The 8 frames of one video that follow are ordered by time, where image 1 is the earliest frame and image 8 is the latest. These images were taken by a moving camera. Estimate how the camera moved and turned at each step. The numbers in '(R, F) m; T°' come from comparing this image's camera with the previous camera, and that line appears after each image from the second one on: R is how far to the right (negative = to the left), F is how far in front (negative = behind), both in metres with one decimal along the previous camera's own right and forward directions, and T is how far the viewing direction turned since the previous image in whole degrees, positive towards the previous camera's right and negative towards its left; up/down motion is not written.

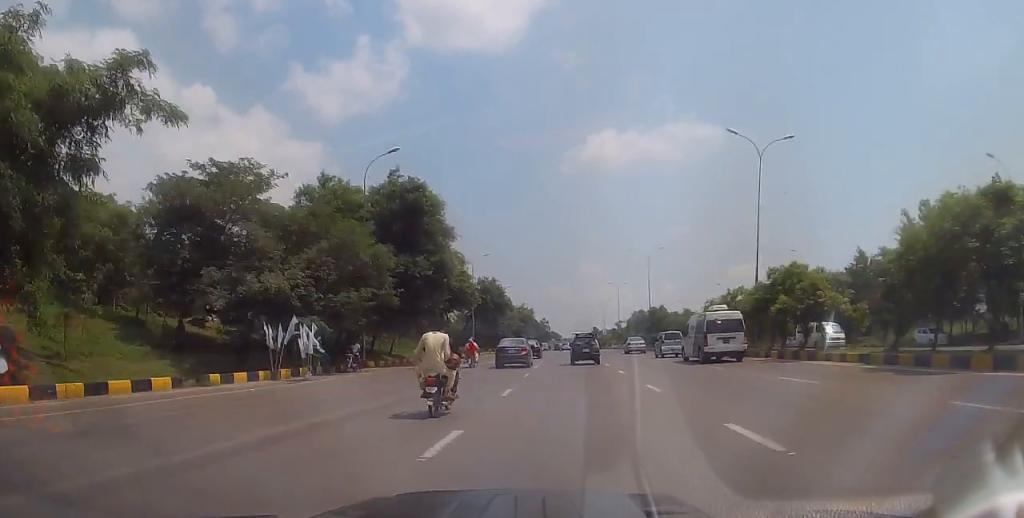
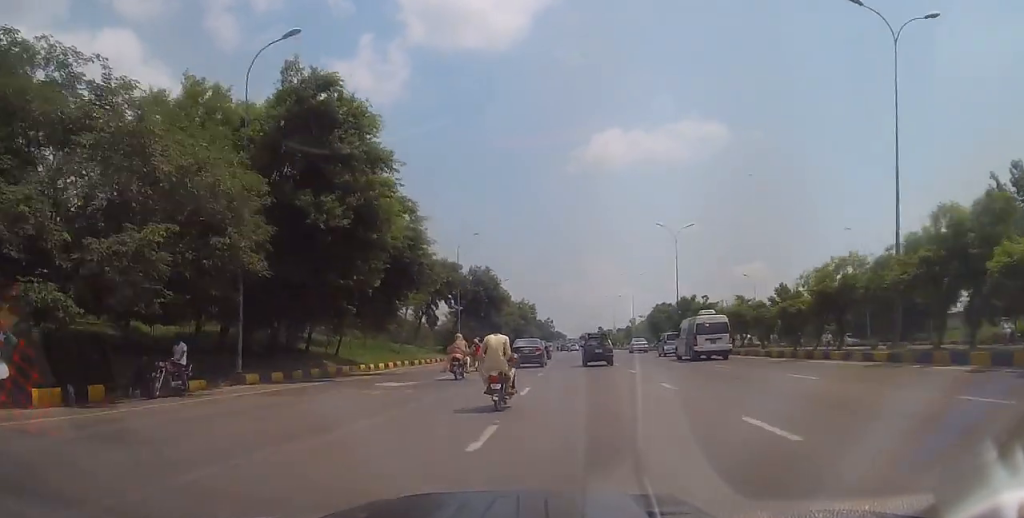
(-0.1, +15.6) m; 0°
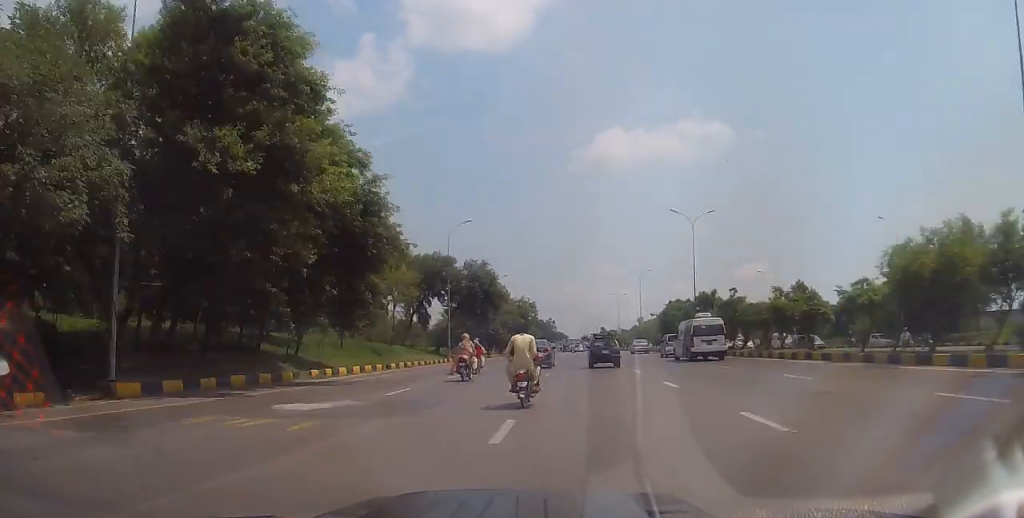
(+0.3, +7.0) m; 0°
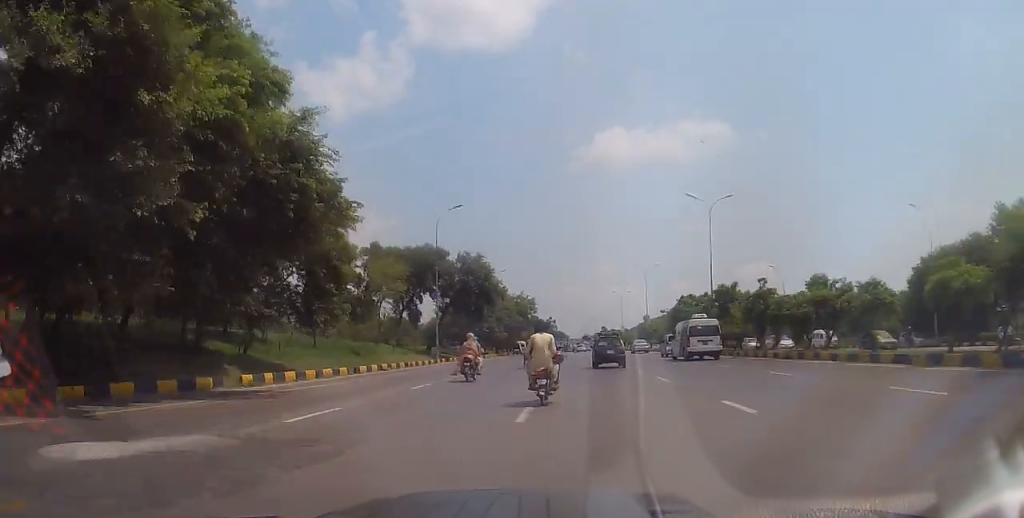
(-0.2, +6.1) m; 0°
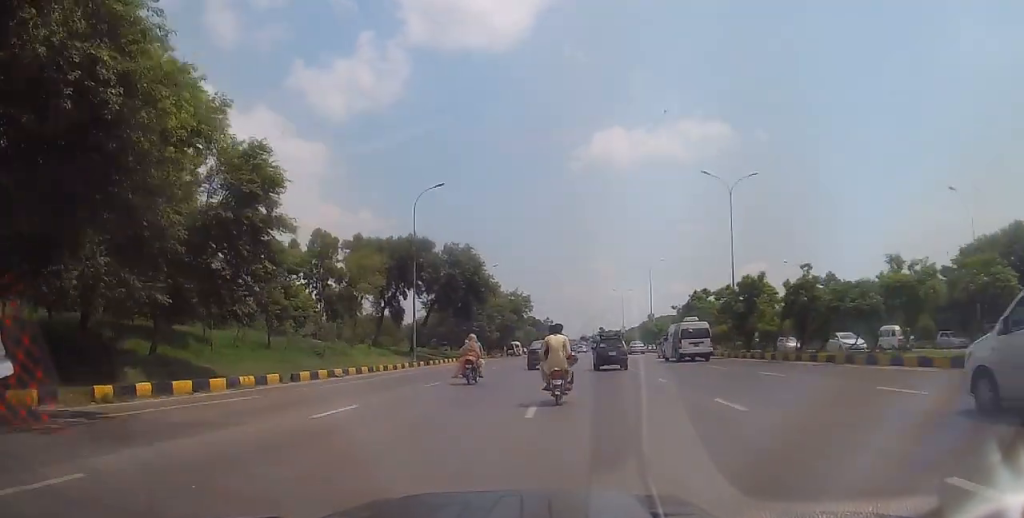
(-0.4, +7.2) m; 0°
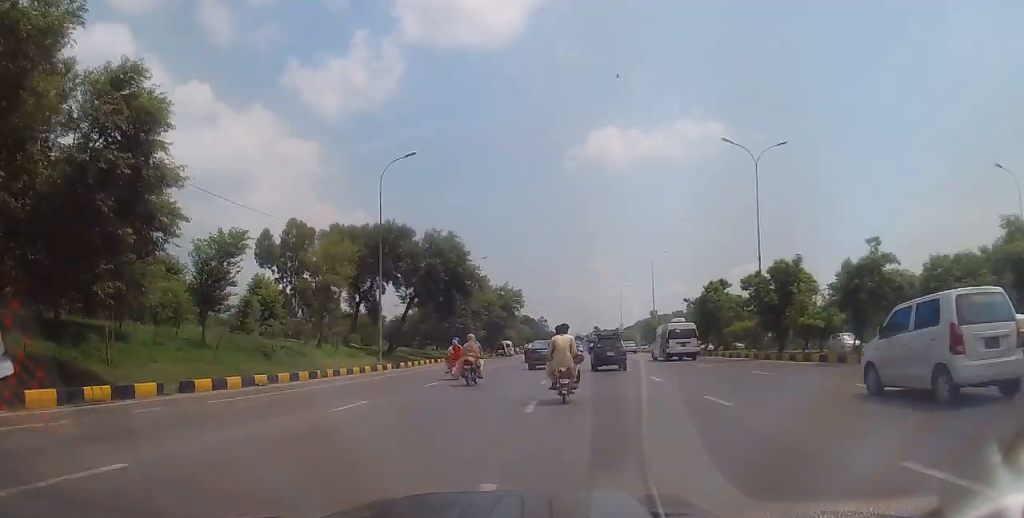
(0.0, +7.3) m; +1°
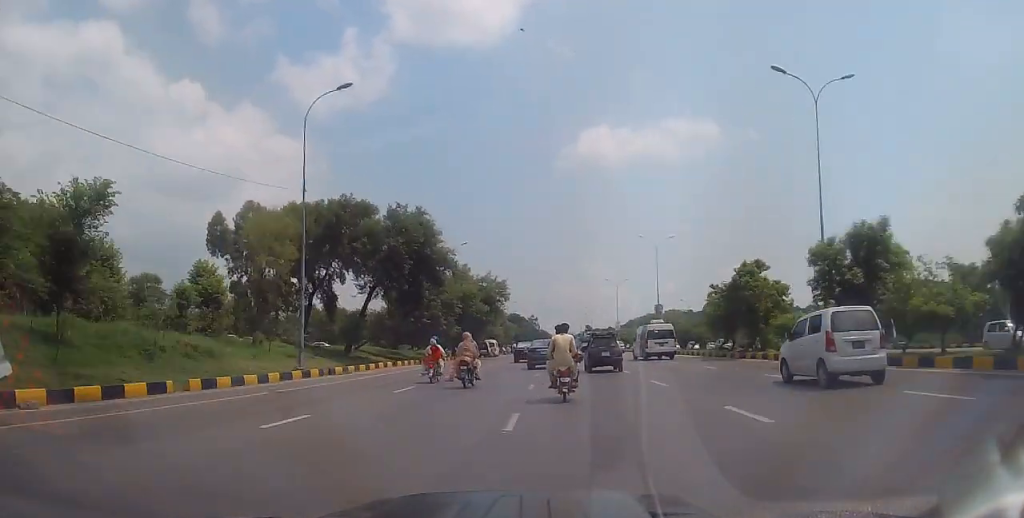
(+0.5, +10.4) m; +2°
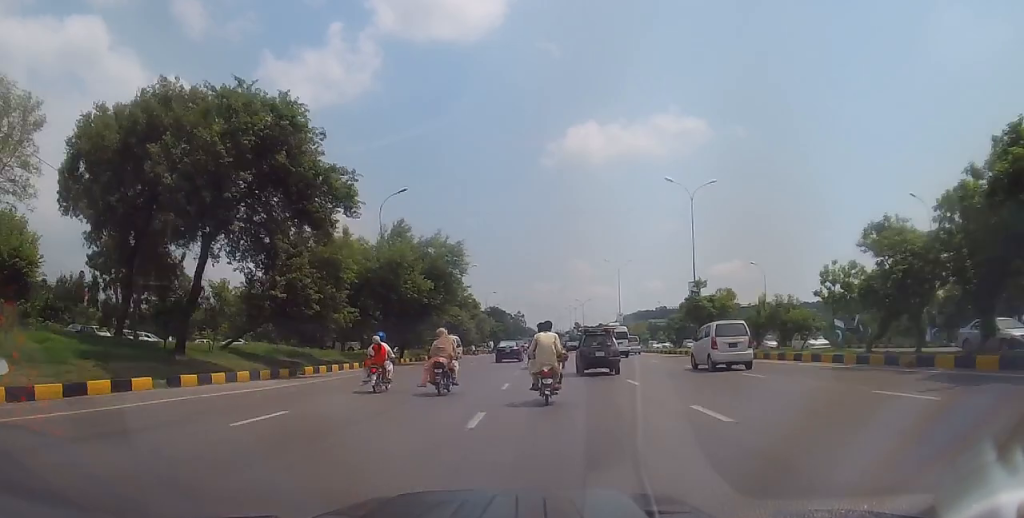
(-0.4, +23.8) m; -1°
